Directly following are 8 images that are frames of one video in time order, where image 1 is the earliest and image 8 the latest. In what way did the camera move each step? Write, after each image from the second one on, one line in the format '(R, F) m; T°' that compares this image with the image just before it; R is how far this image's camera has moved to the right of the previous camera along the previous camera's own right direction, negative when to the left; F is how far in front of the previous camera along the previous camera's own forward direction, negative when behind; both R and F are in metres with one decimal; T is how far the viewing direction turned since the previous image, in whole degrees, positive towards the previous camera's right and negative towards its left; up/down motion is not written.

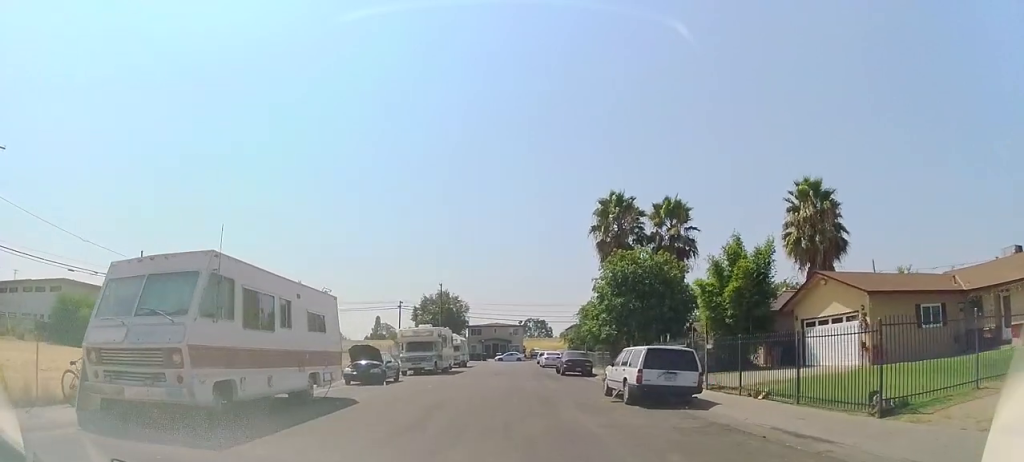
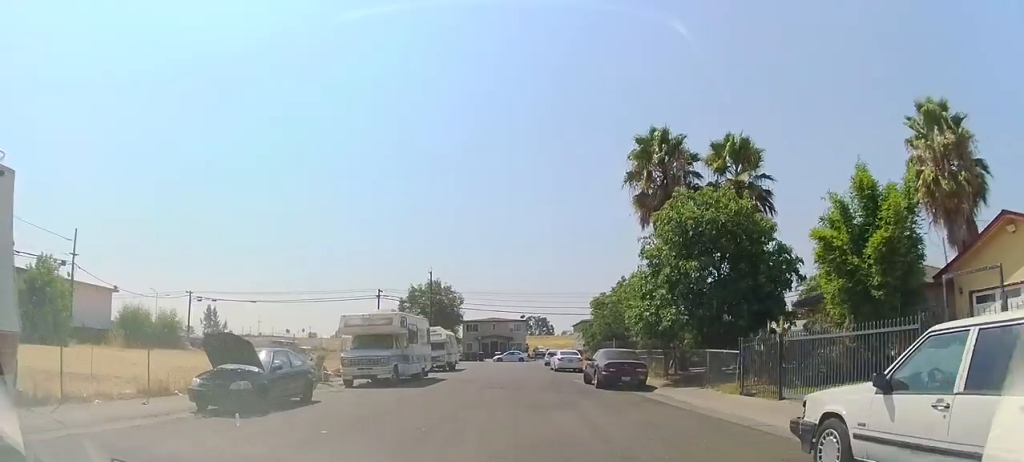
(0.0, +12.1) m; 0°
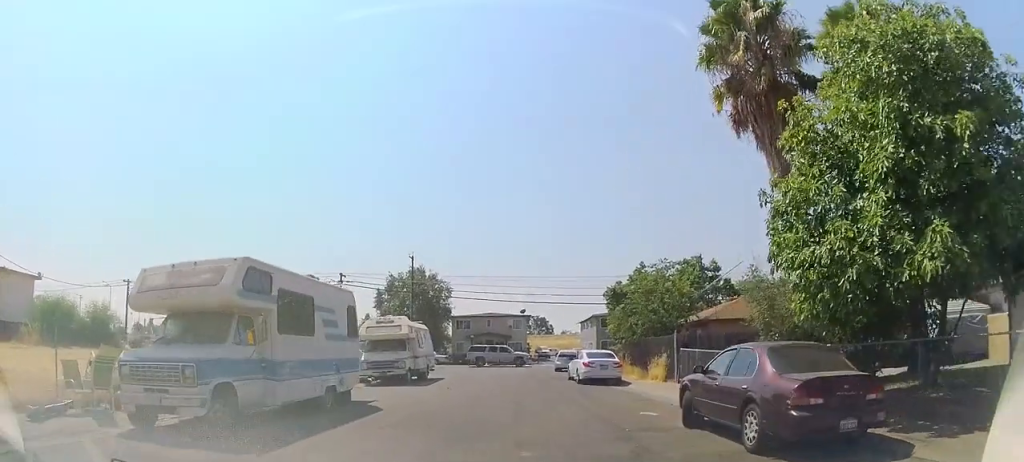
(0.0, +12.7) m; 0°
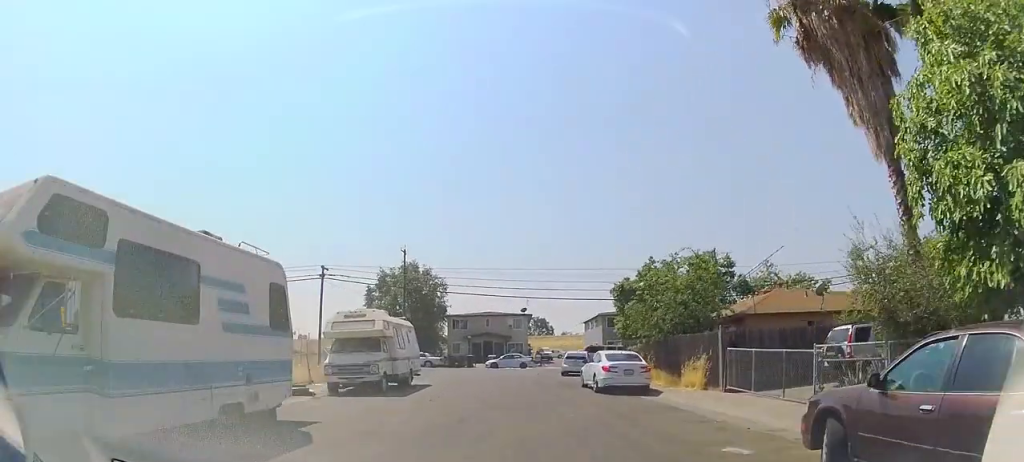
(0.0, +4.5) m; 0°
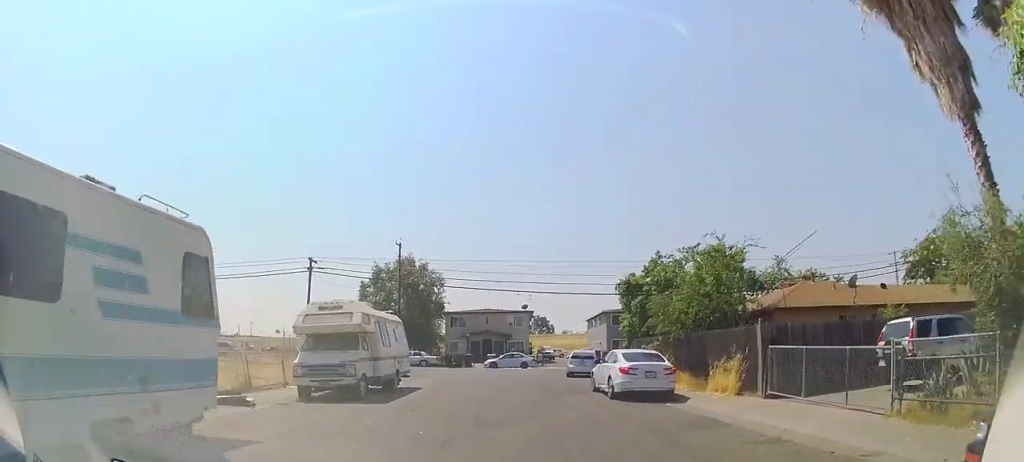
(0.0, +2.6) m; 0°
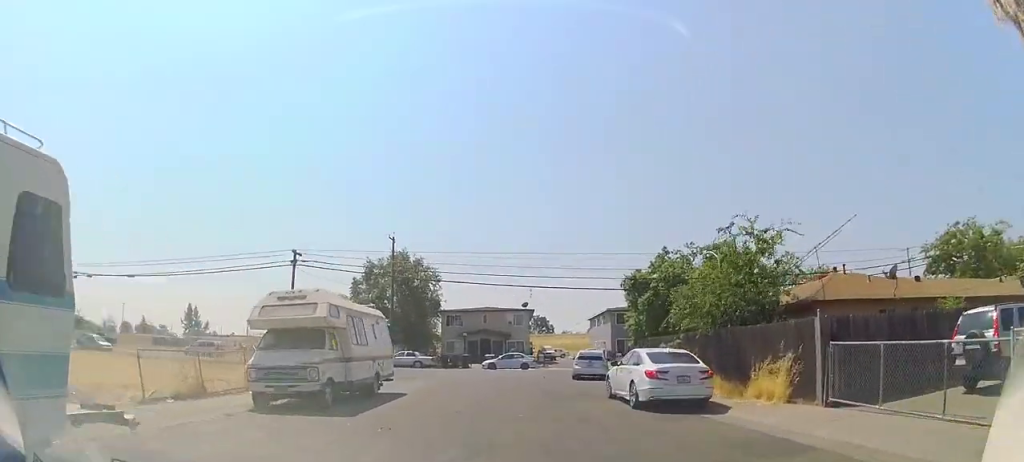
(0.0, +2.8) m; 0°
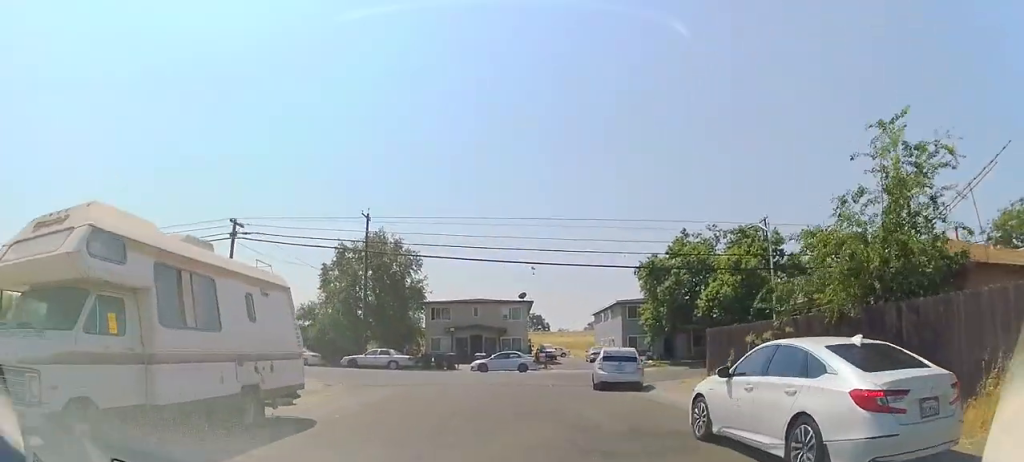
(0.0, +7.6) m; 0°
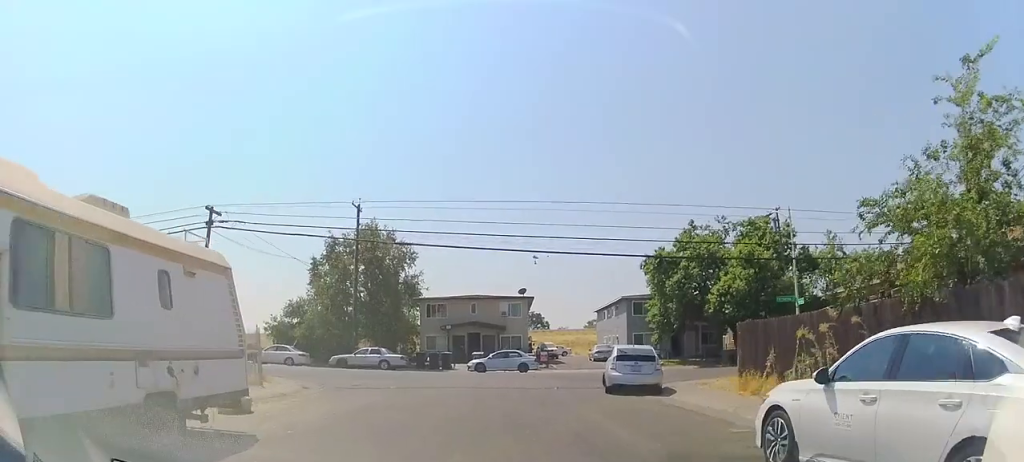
(0.0, +2.4) m; 0°
